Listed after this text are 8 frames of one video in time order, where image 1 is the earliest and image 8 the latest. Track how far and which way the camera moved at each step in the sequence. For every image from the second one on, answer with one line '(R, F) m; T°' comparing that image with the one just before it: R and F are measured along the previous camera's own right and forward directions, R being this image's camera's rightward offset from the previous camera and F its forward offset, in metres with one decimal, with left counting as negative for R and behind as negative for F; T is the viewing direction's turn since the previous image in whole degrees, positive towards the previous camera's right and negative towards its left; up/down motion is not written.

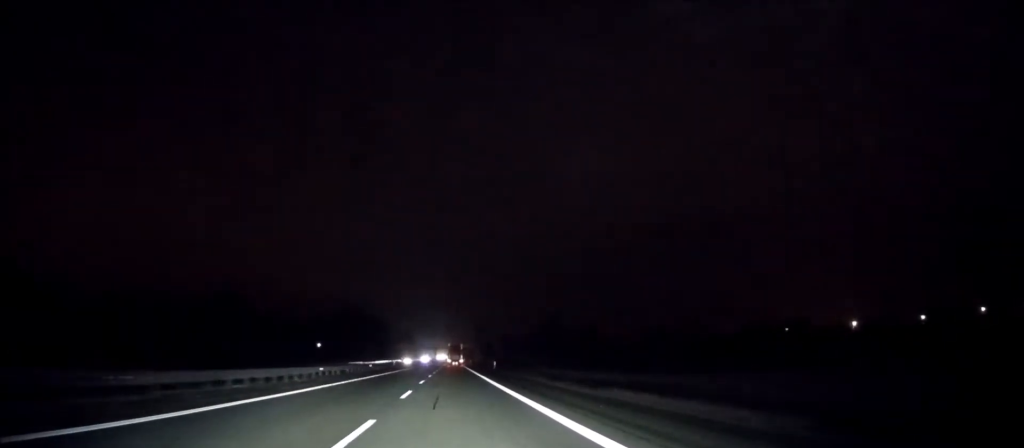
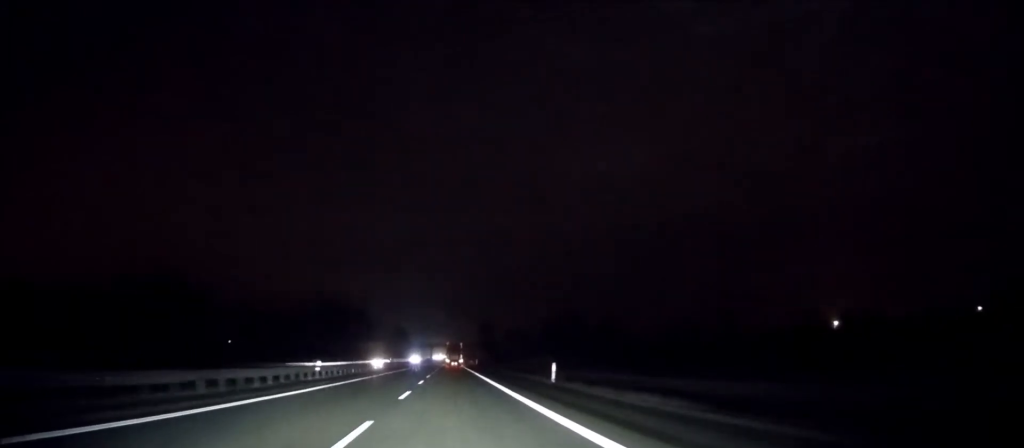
(0.0, +47.9) m; 0°
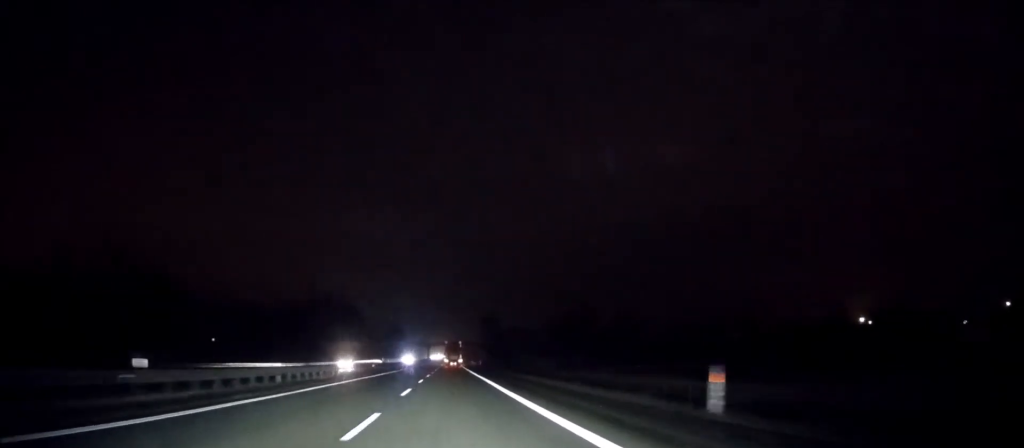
(0.0, +20.7) m; 0°
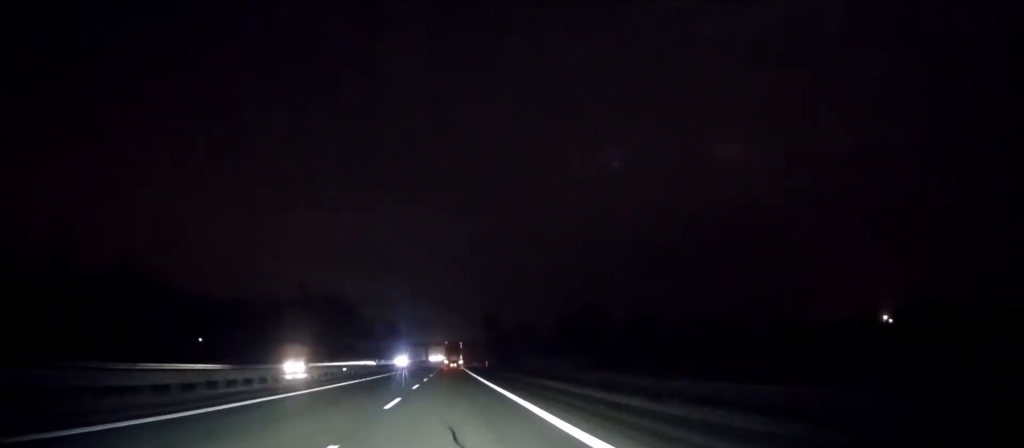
(0.0, +15.4) m; 0°
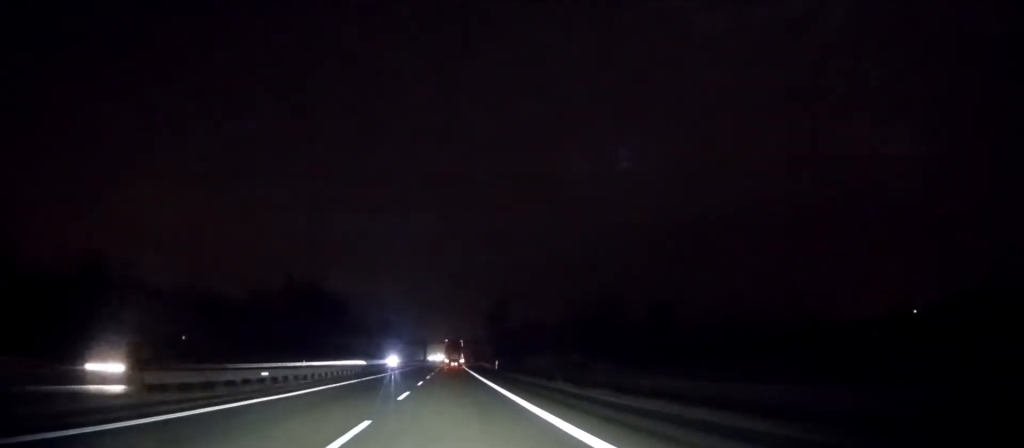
(0.0, +16.8) m; 0°
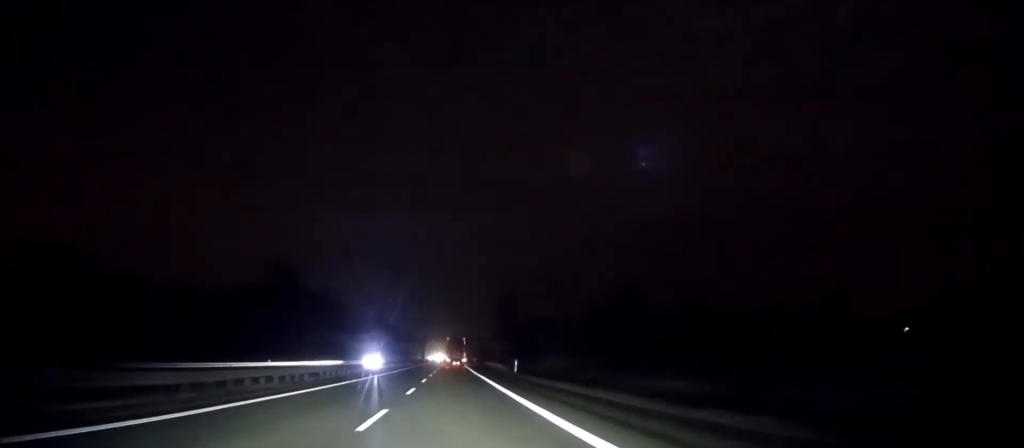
(0.0, +15.6) m; 0°
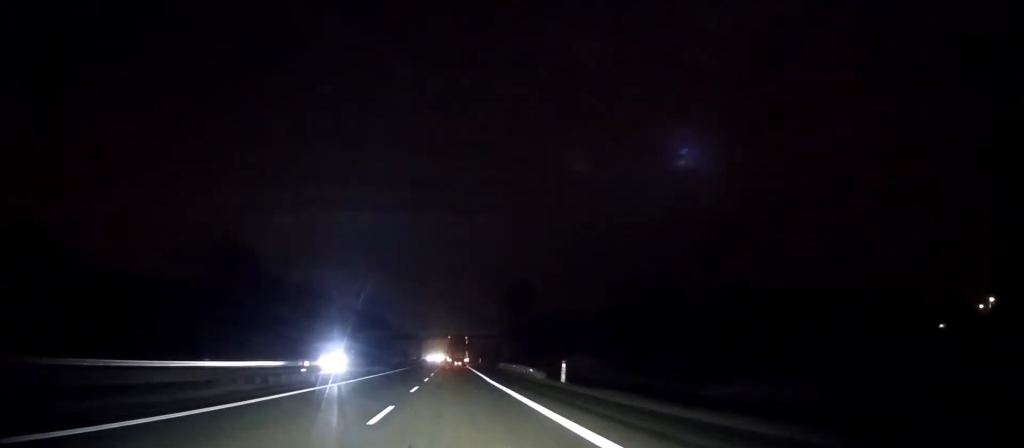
(0.0, +16.8) m; 0°
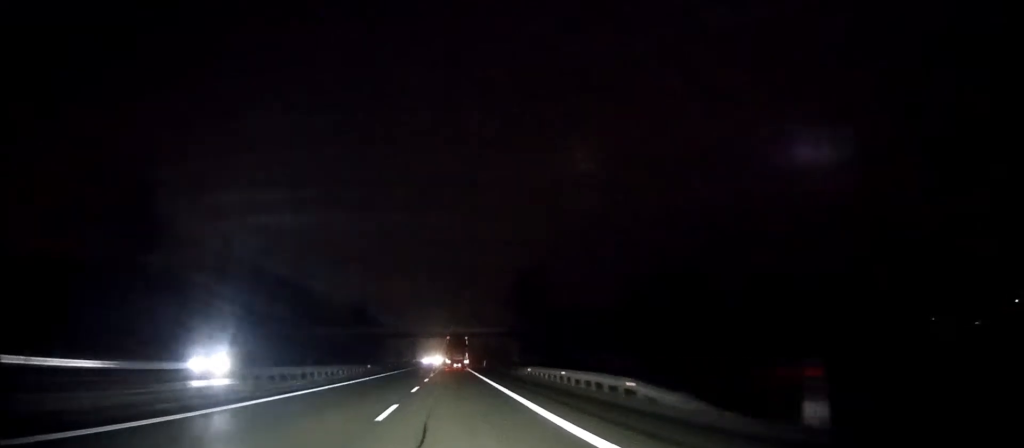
(0.0, +17.6) m; 0°
